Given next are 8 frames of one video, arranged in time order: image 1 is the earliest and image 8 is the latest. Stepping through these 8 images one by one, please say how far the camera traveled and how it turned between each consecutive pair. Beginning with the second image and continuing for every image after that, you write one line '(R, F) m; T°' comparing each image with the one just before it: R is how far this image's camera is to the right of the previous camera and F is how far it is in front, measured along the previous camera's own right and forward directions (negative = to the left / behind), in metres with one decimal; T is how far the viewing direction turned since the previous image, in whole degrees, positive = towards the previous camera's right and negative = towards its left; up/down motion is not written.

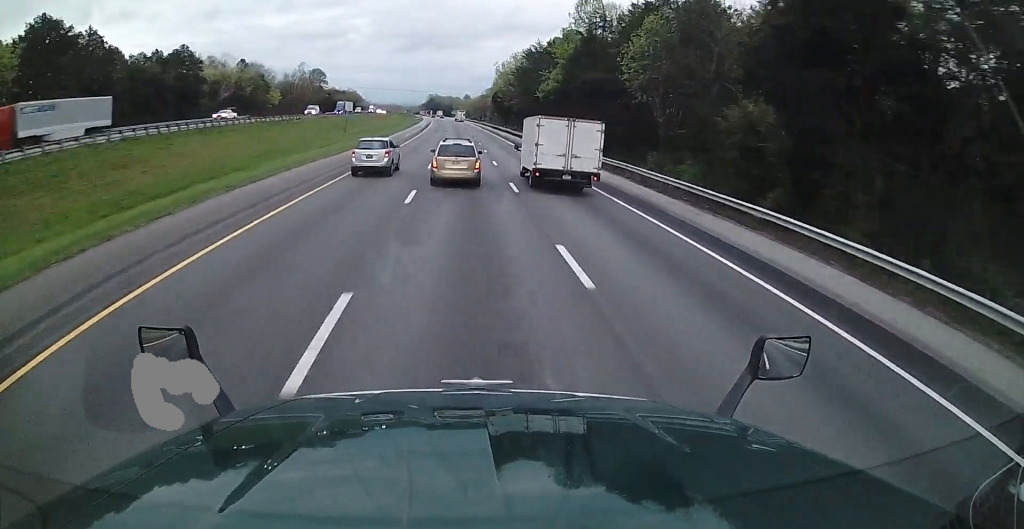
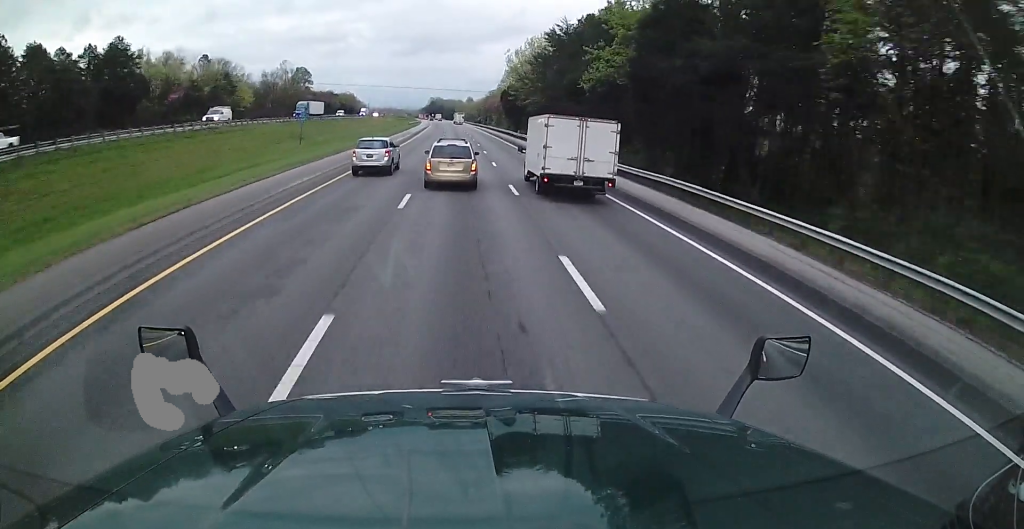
(-0.4, +25.0) m; 0°
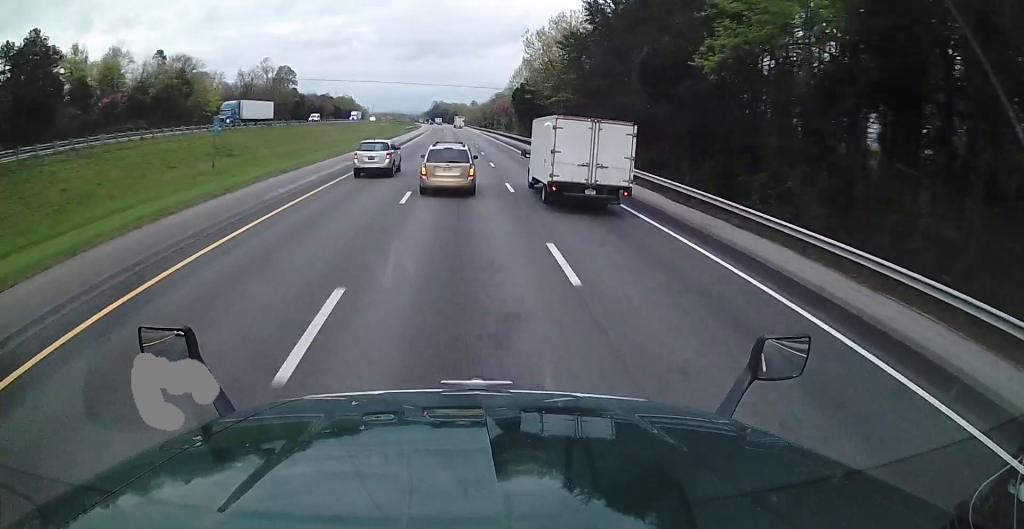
(+0.1, +22.7) m; 0°
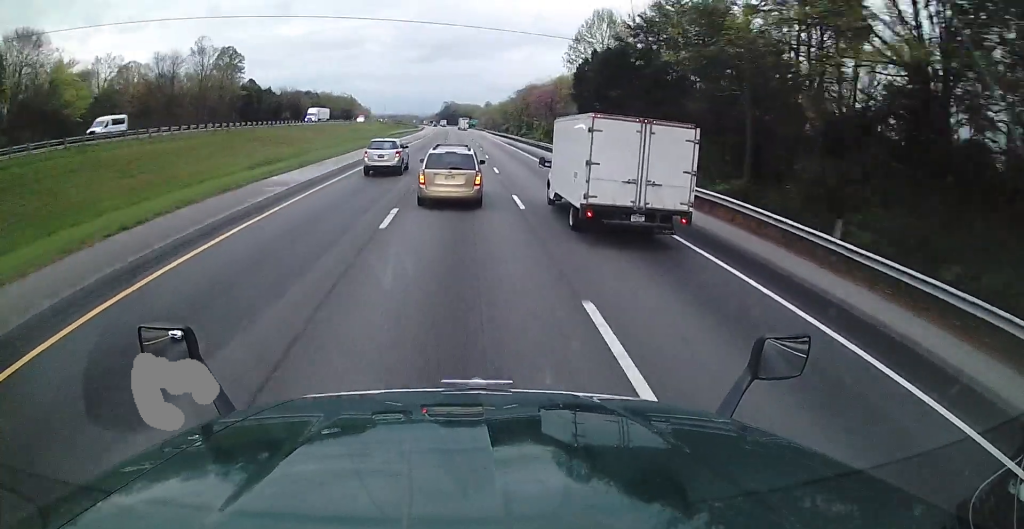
(-0.3, +53.0) m; -1°
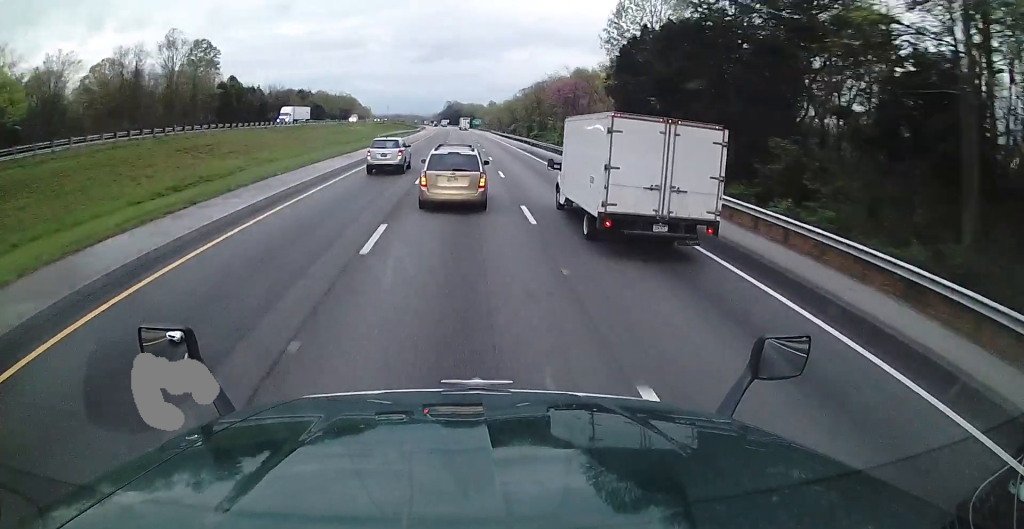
(0.0, +14.9) m; 0°
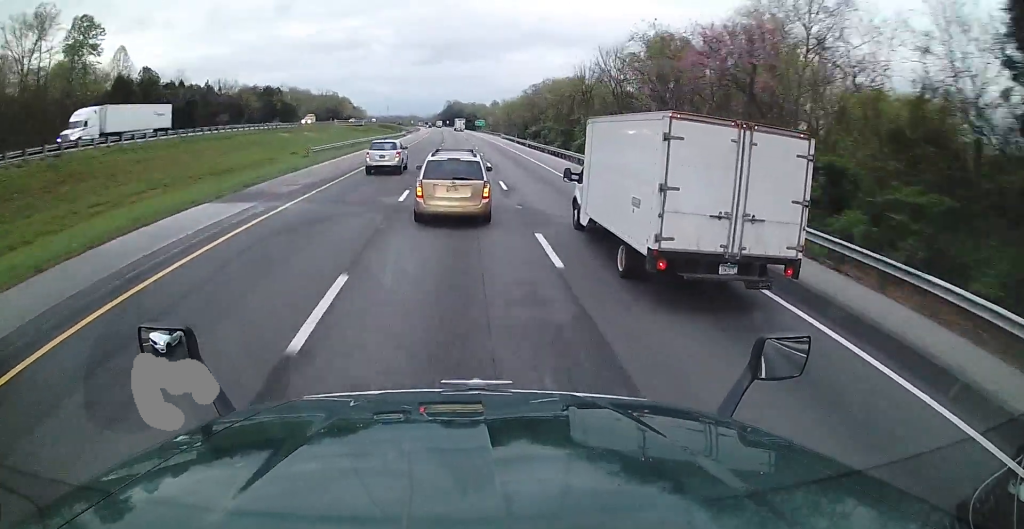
(-0.2, +41.0) m; -1°
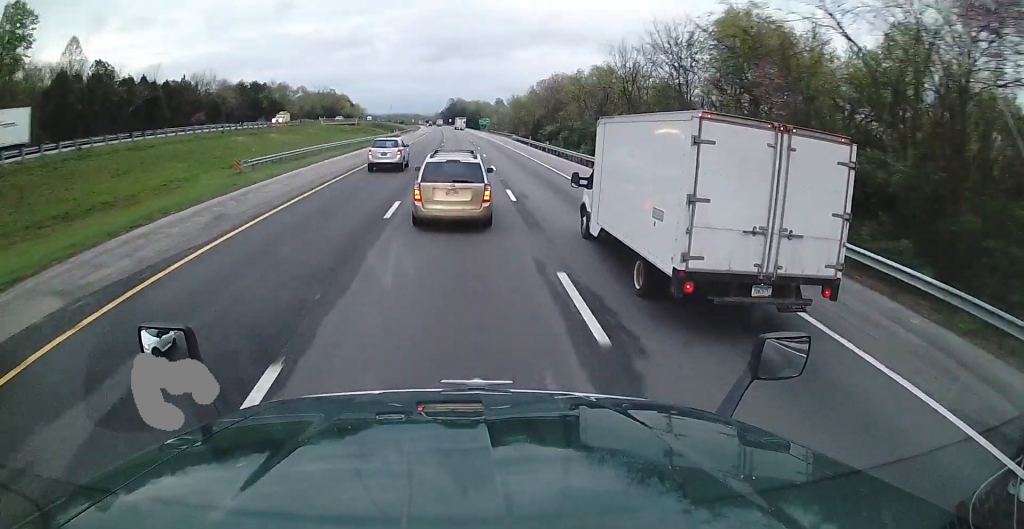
(-0.1, +15.9) m; 0°
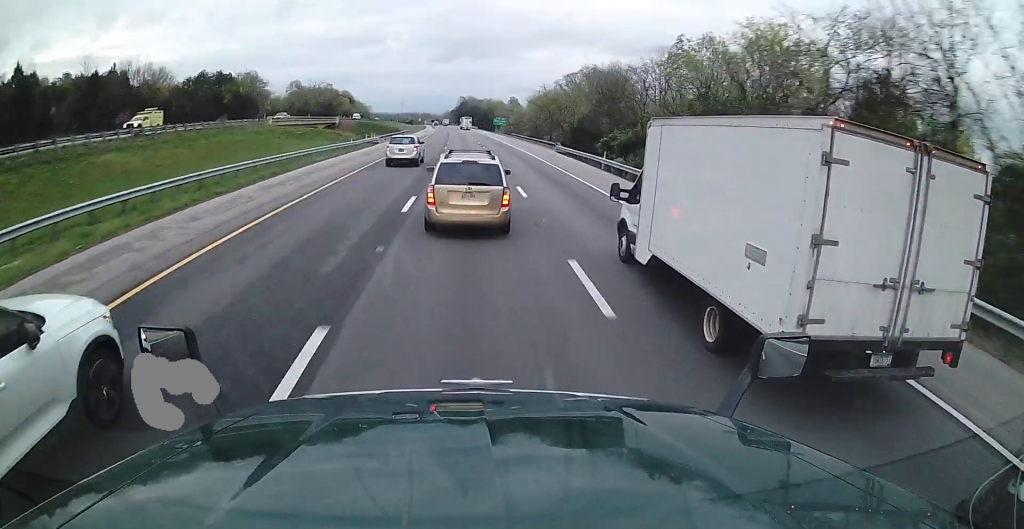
(+0.1, +35.8) m; 0°
